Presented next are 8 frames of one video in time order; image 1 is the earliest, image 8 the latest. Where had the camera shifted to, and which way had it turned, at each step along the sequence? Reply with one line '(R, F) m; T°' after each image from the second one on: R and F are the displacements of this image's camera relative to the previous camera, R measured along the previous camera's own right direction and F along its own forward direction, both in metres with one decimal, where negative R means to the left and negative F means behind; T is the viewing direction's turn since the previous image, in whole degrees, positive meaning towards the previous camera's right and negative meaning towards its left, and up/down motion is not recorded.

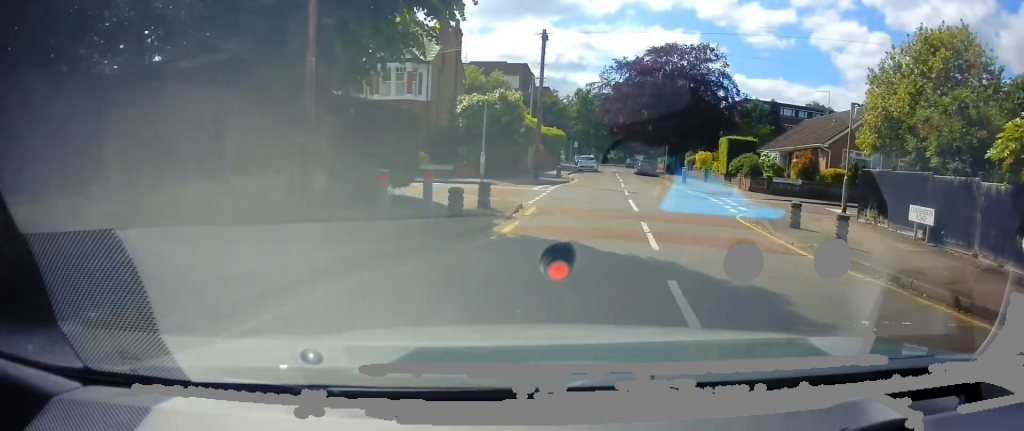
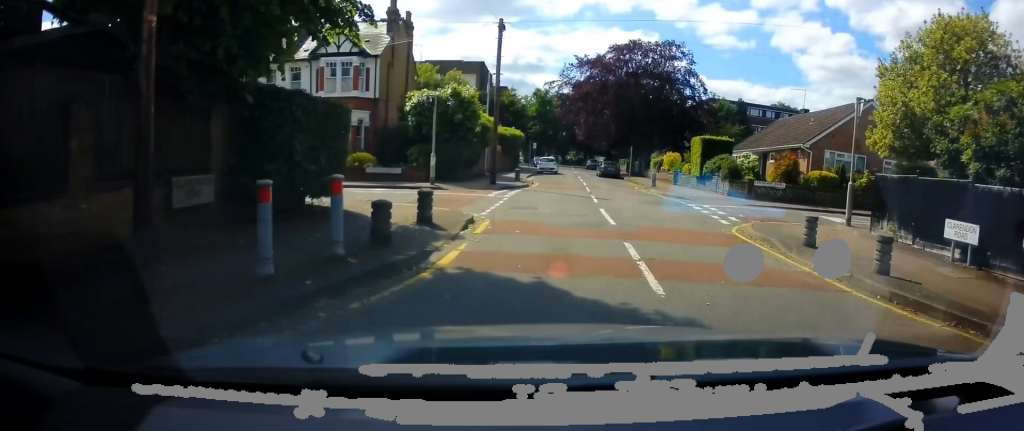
(+0.7, +2.5) m; +8°
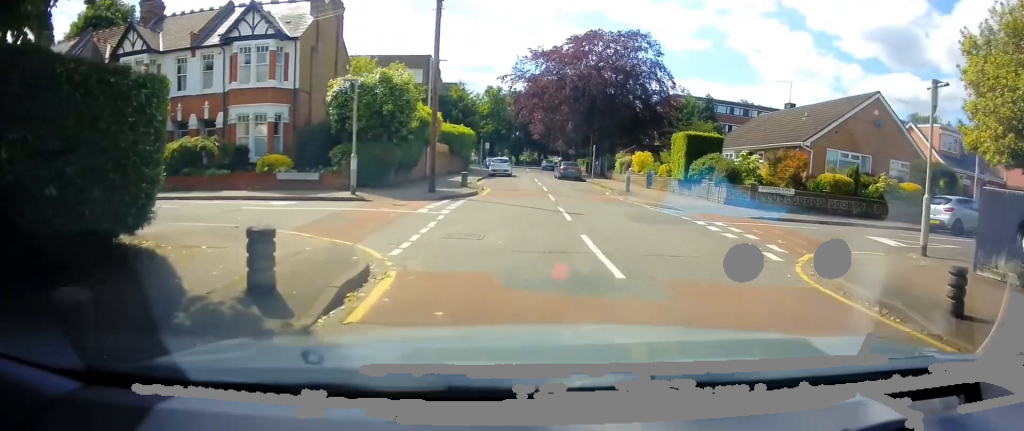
(+0.1, +4.8) m; 0°
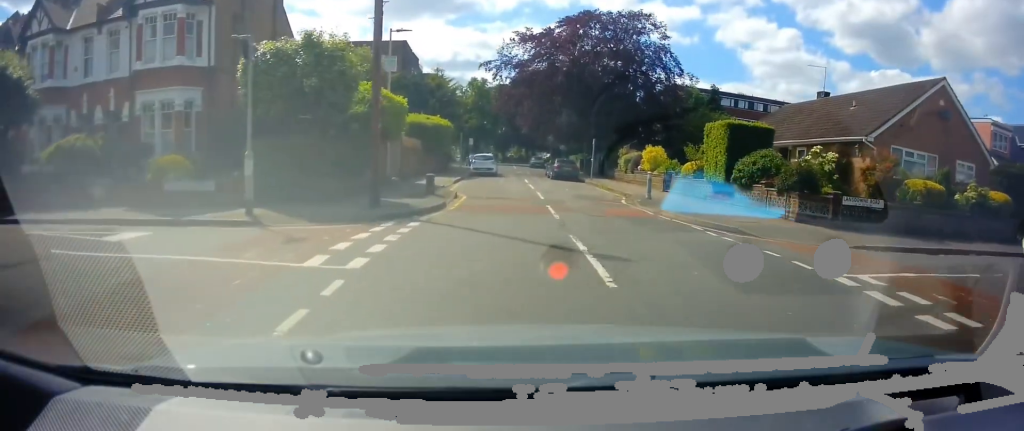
(0.0, +6.3) m; +2°
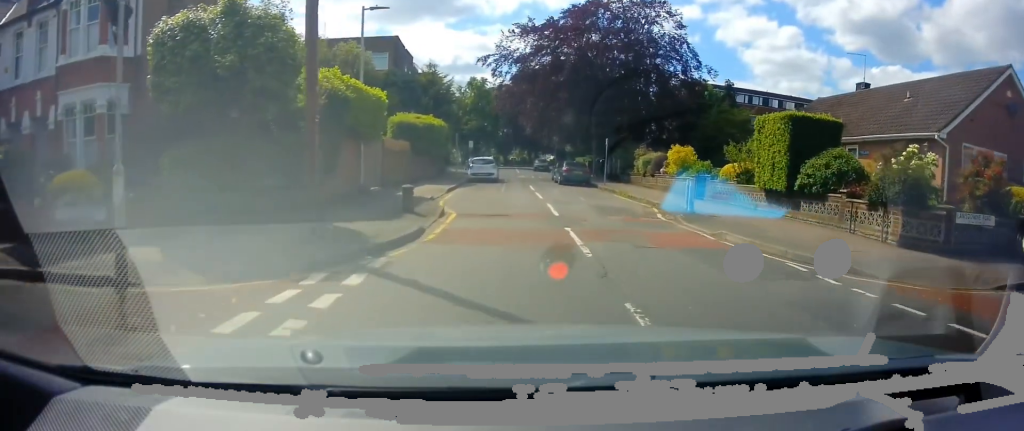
(+0.1, +4.2) m; +2°
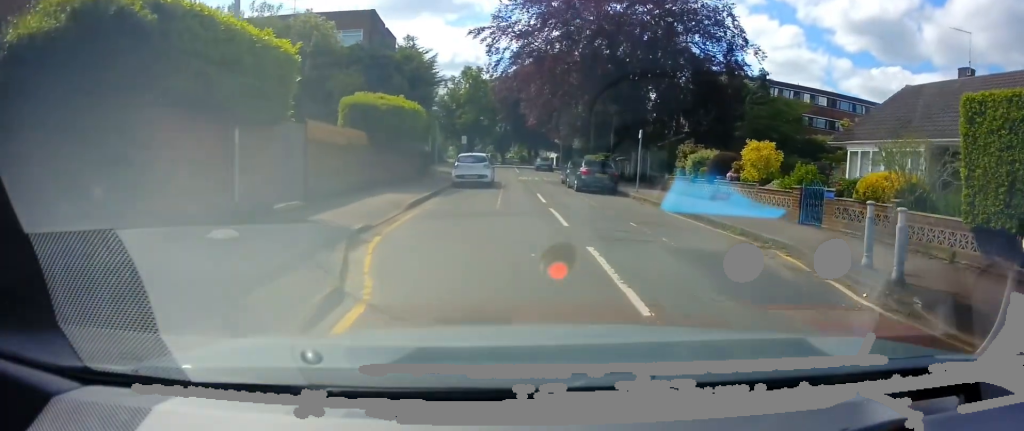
(0.0, +8.6) m; -4°
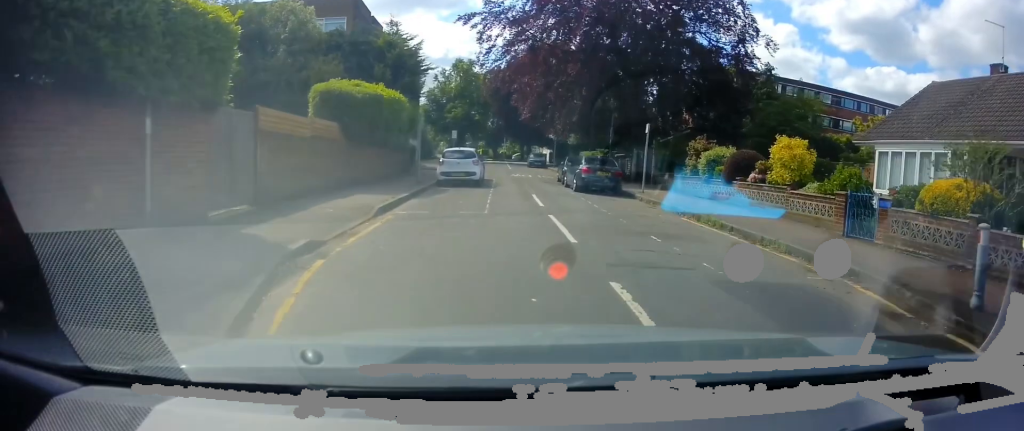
(0.0, +2.6) m; -2°
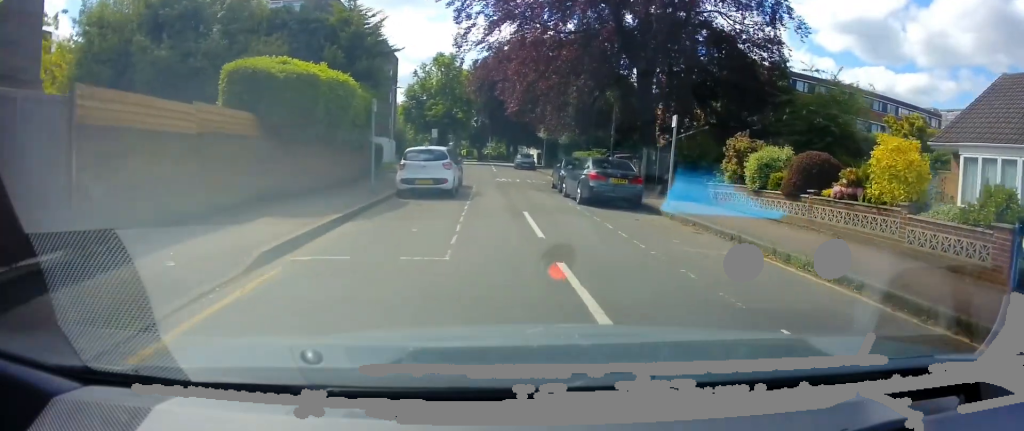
(-0.3, +5.5) m; +2°
